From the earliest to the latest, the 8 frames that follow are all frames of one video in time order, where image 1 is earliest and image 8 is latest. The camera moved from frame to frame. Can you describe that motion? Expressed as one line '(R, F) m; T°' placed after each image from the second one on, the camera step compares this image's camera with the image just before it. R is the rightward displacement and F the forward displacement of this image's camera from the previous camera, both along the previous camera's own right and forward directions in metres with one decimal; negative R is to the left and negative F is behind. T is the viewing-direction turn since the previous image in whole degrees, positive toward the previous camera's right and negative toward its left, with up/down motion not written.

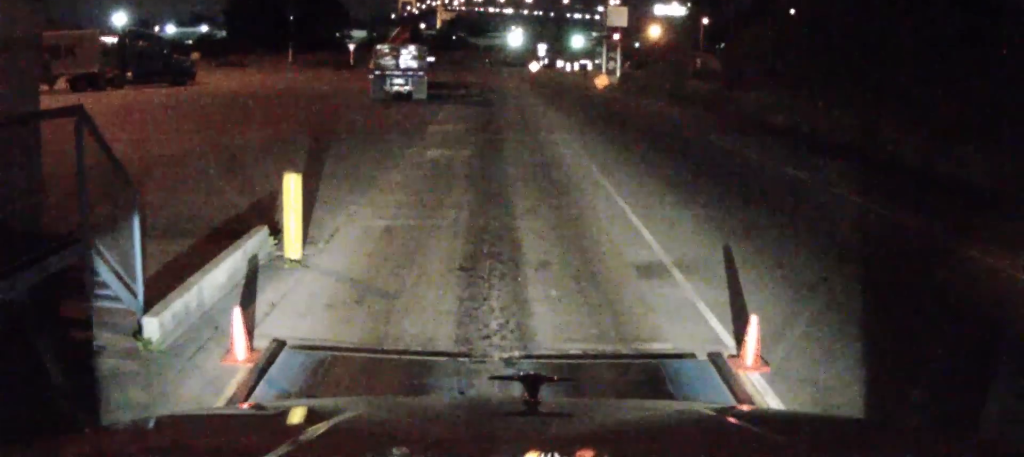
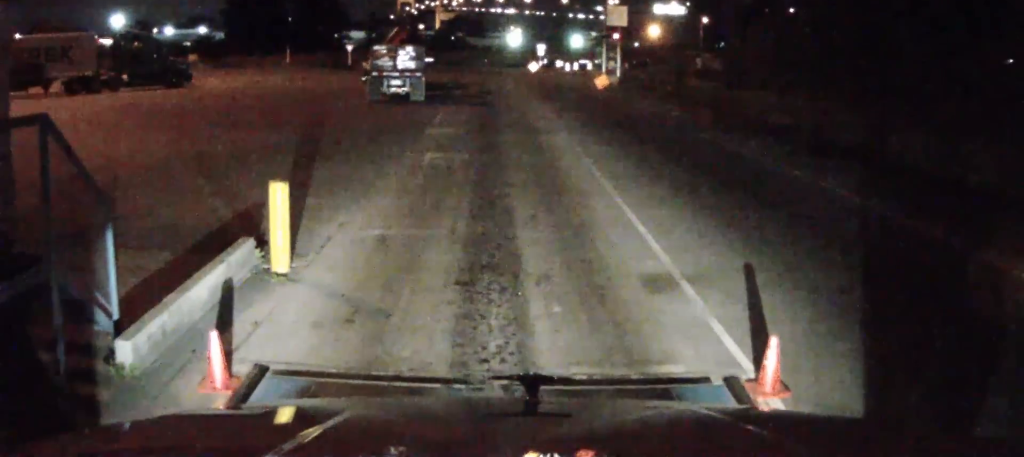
(0.0, +1.1) m; -2°
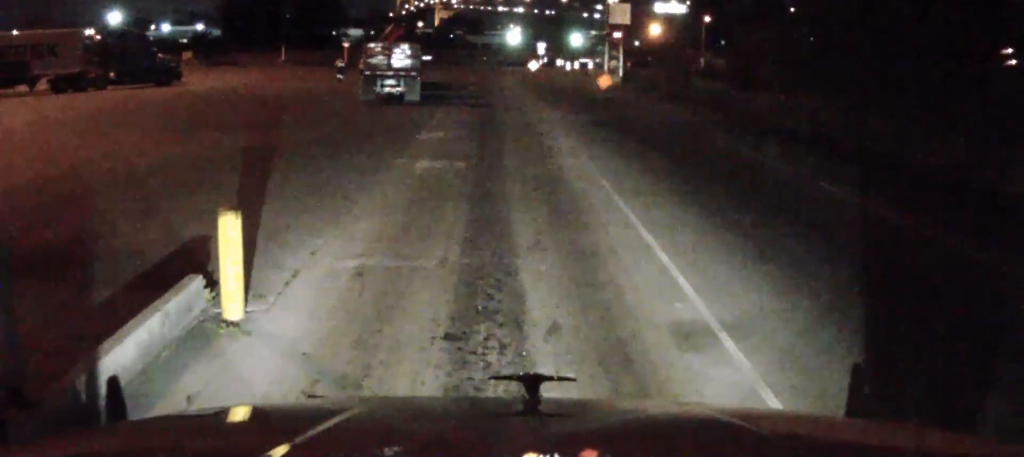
(-0.1, +3.1) m; -1°
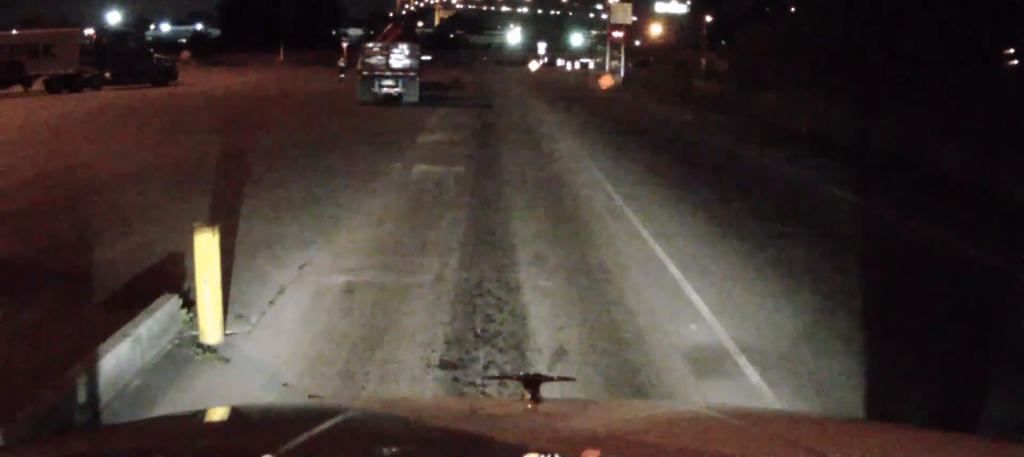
(0.0, +1.0) m; +2°
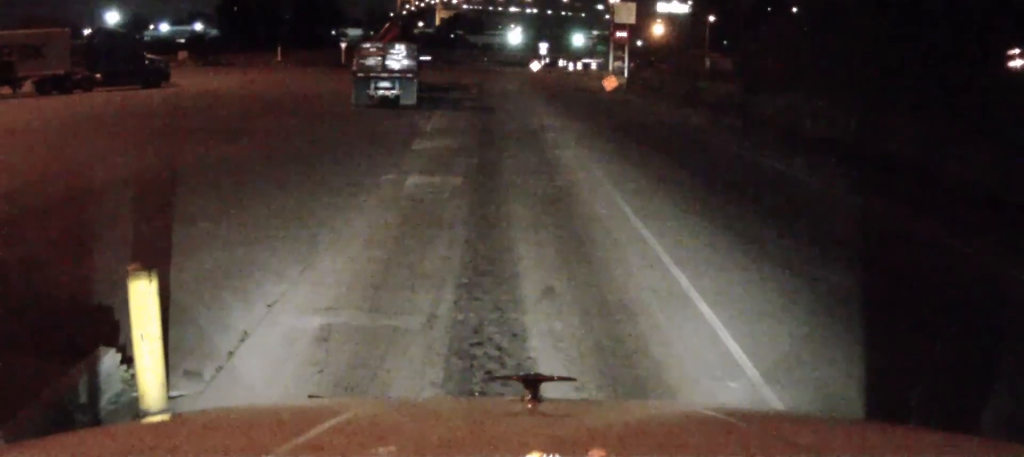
(+0.1, +1.9) m; +1°
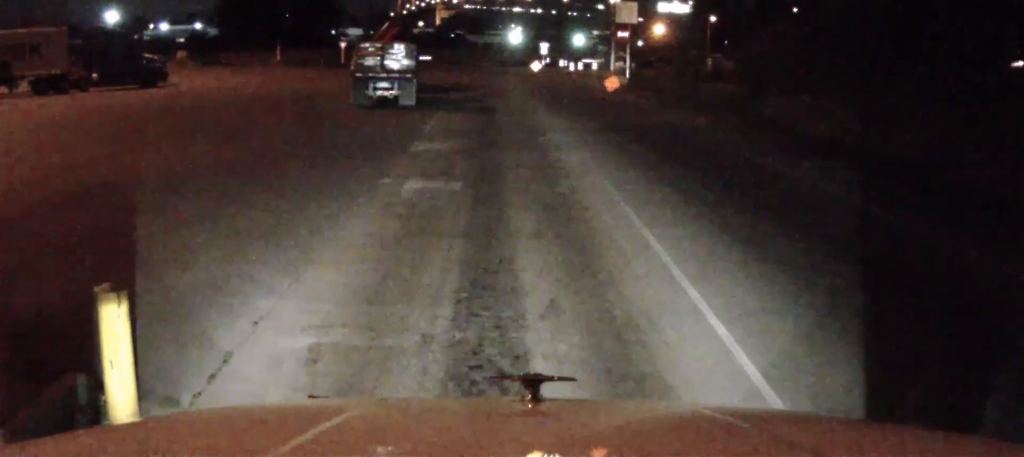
(+0.1, +0.6) m; 0°
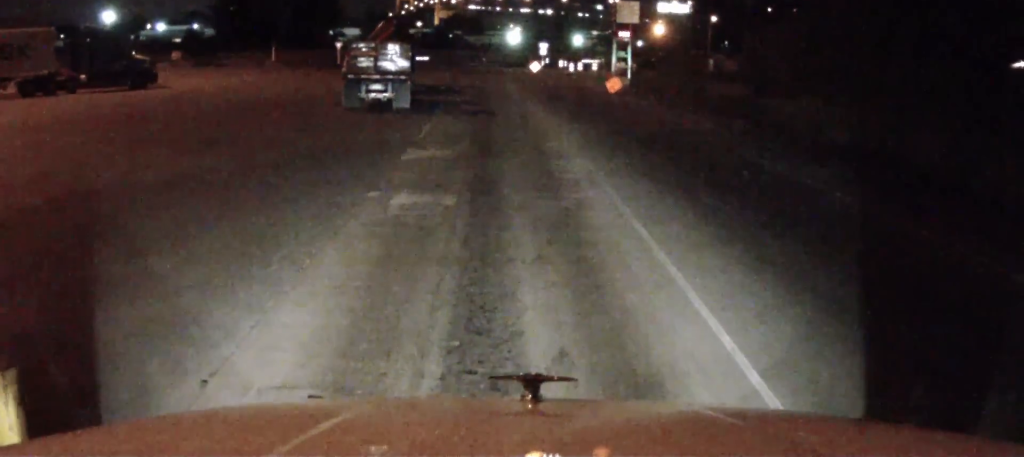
(0.0, +1.7) m; 0°
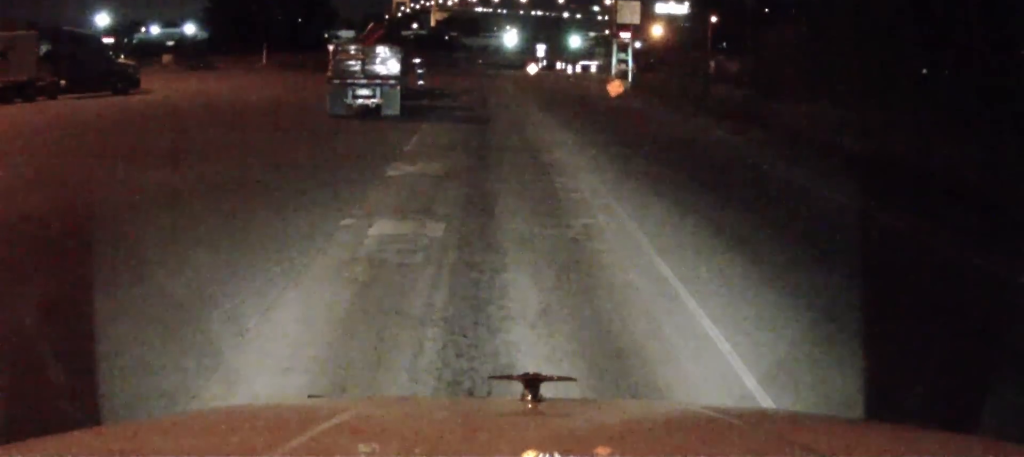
(+0.1, +2.5) m; 0°
